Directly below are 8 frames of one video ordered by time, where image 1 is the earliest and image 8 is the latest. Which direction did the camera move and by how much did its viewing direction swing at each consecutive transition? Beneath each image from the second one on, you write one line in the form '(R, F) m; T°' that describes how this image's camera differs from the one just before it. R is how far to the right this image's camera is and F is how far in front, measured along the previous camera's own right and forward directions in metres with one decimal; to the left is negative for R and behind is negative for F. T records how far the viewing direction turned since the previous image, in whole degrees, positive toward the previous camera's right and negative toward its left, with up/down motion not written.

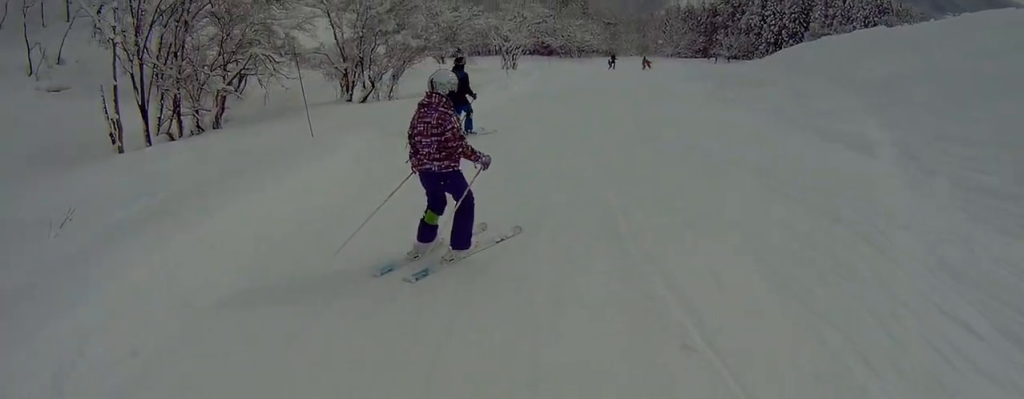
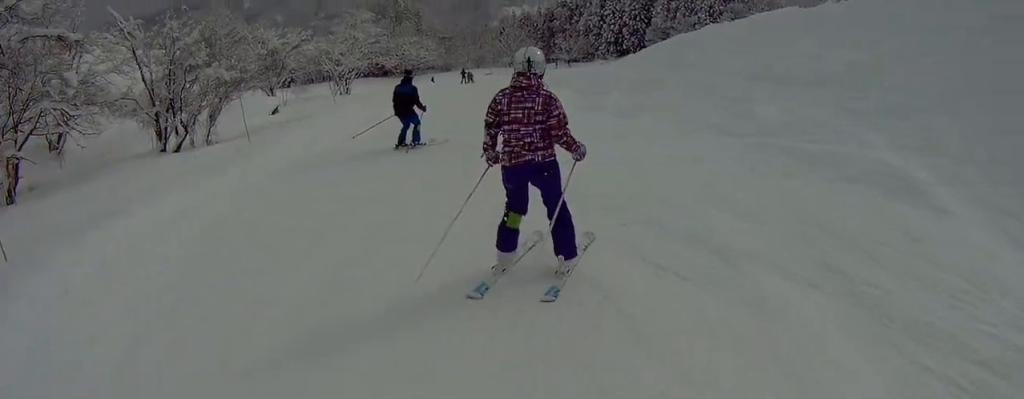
(+0.3, +5.6) m; +6°
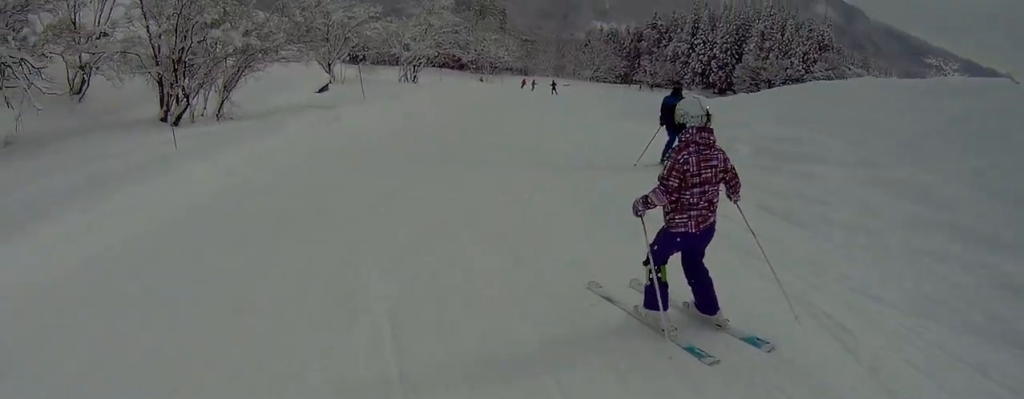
(+0.1, +7.6) m; -6°
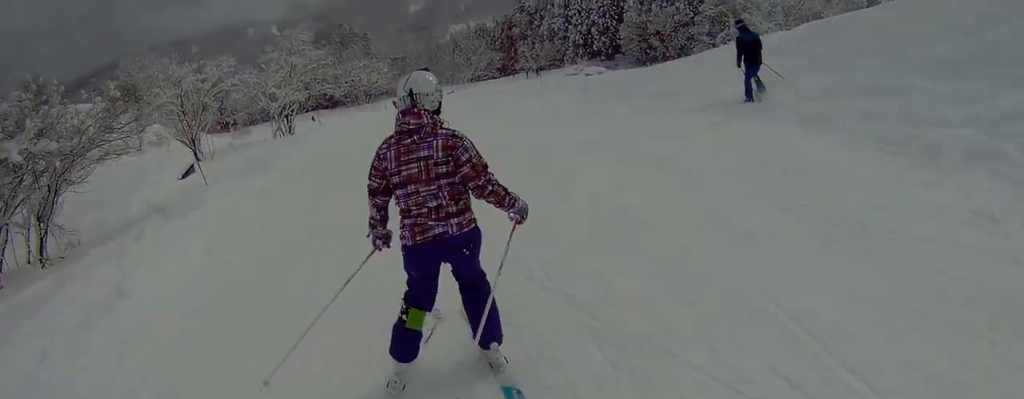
(-0.4, +9.6) m; +2°
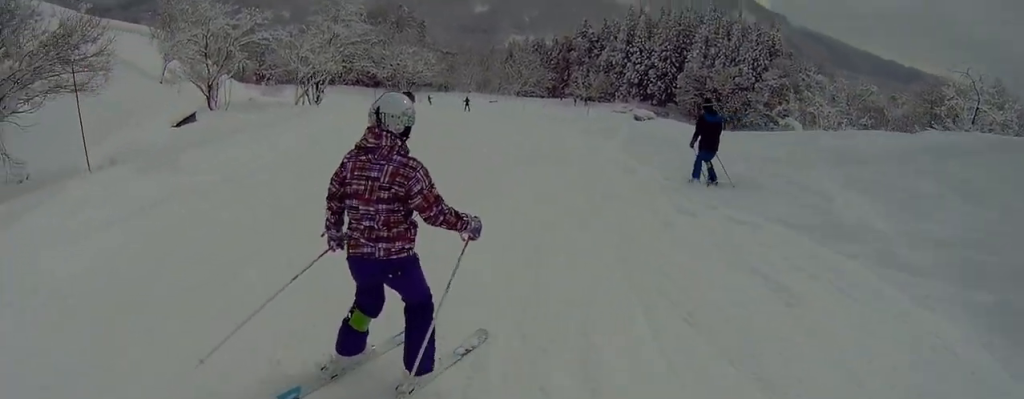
(+0.3, +4.6) m; 0°
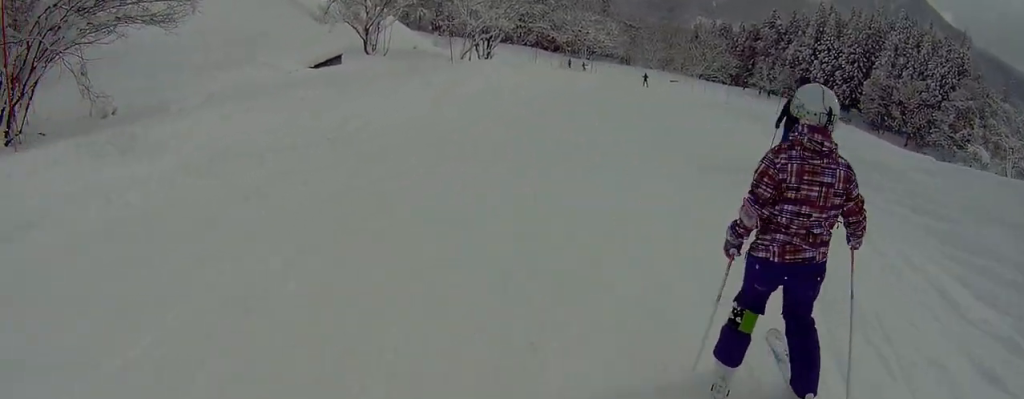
(-0.4, +4.4) m; +2°
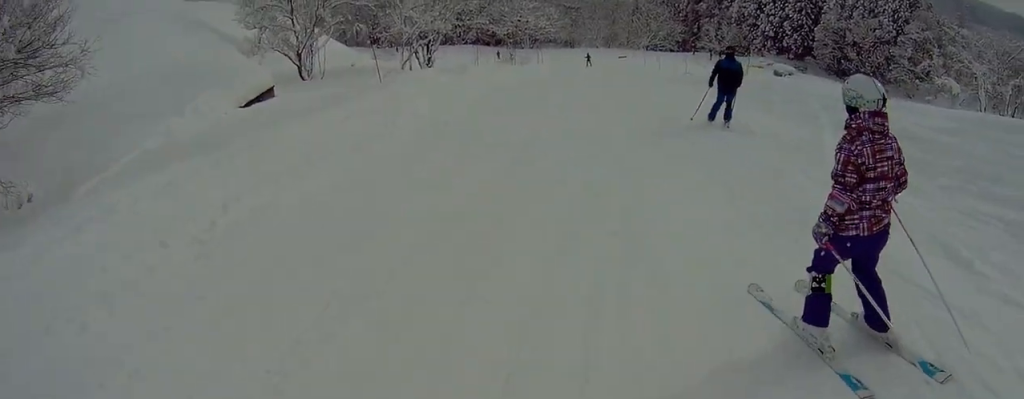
(+0.4, +2.7) m; +5°
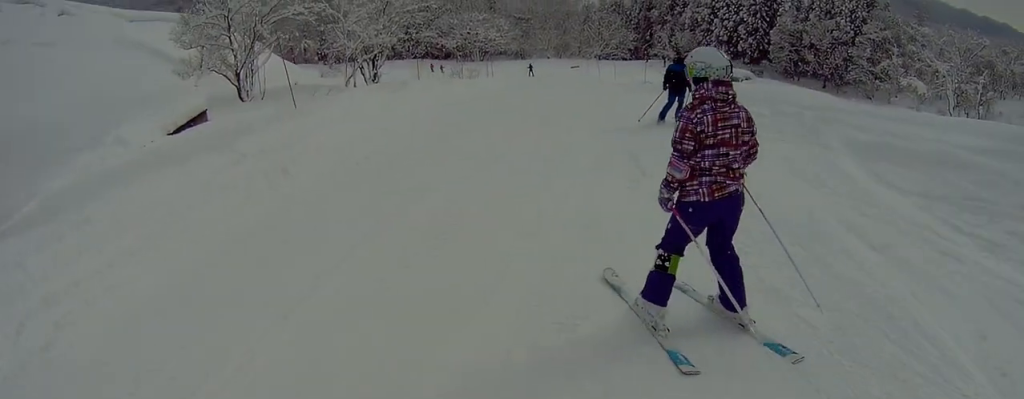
(+0.1, +2.7) m; 0°
